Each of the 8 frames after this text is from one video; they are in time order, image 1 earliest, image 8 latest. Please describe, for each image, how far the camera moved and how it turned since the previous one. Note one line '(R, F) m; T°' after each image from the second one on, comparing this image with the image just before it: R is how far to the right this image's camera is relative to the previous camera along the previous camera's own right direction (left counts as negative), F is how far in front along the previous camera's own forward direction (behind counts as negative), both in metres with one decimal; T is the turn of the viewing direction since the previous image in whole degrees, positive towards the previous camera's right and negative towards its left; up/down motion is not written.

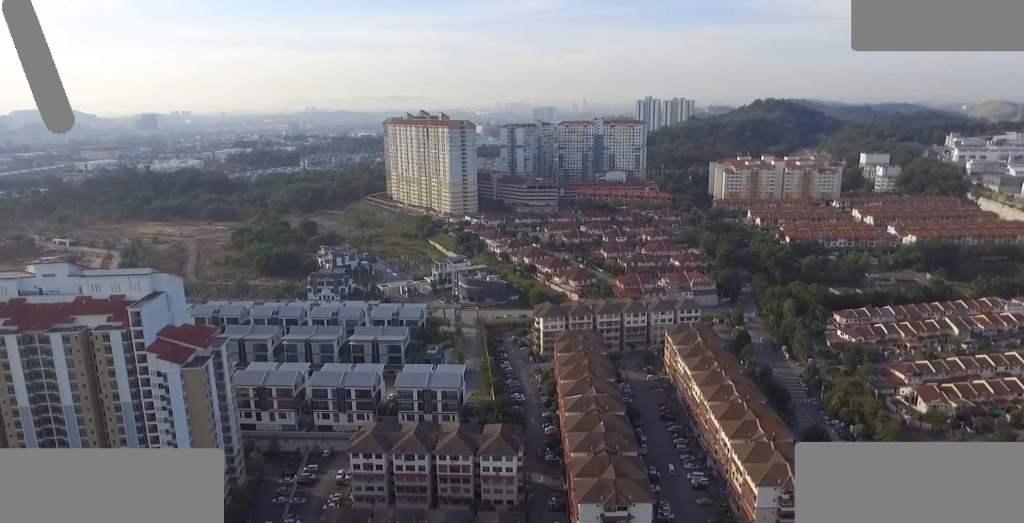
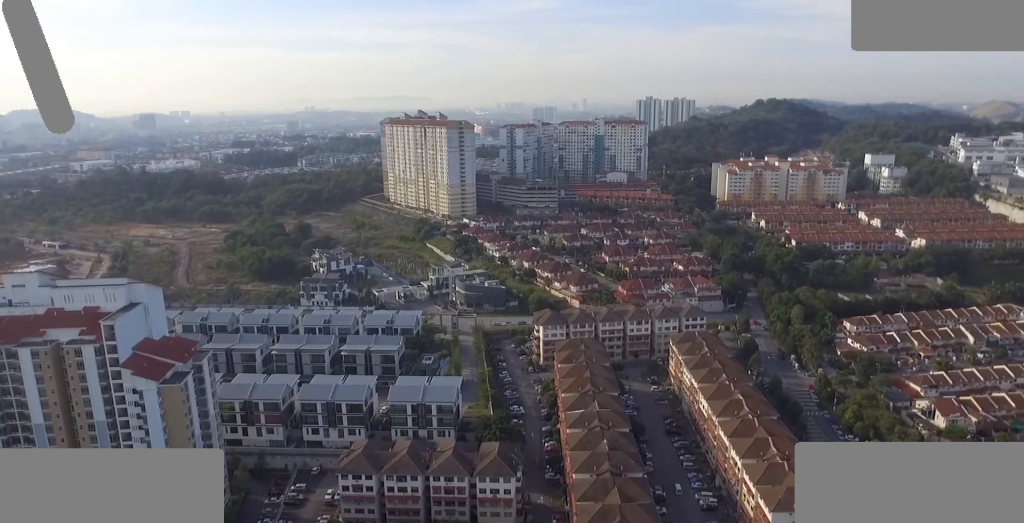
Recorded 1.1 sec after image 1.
(0.0, +10.5) m; -1°
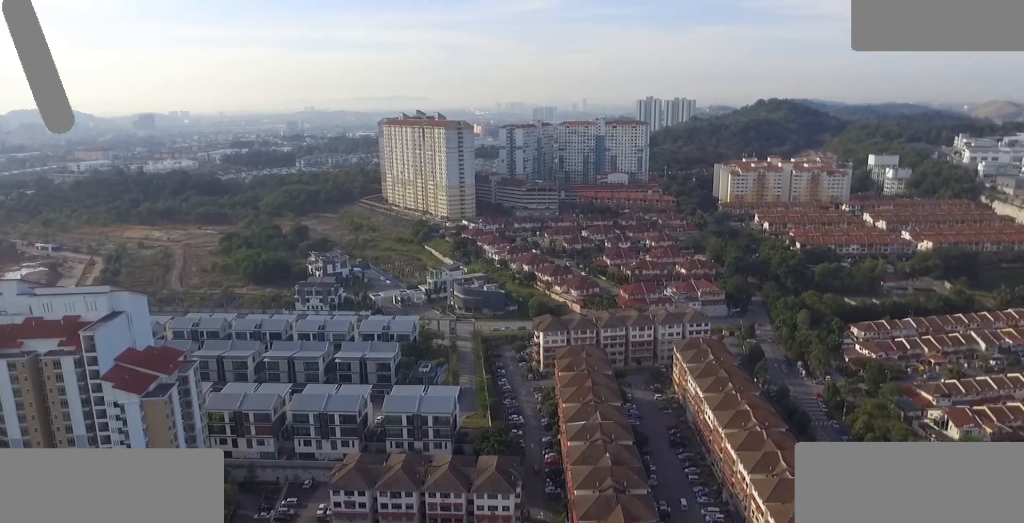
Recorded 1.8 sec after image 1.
(-0.1, +7.0) m; 0°
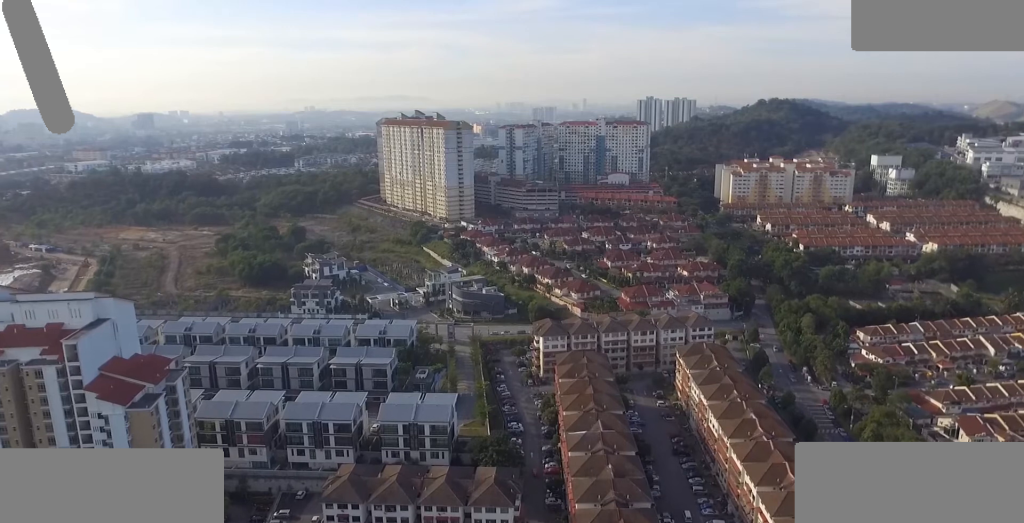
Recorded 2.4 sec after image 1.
(0.0, +5.8) m; 0°
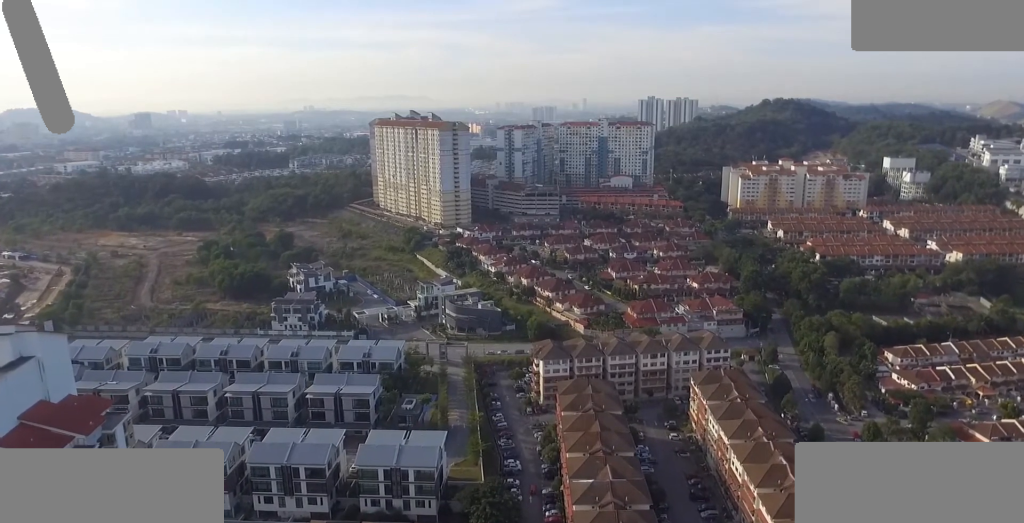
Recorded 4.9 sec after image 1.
(+0.4, +24.9) m; +1°
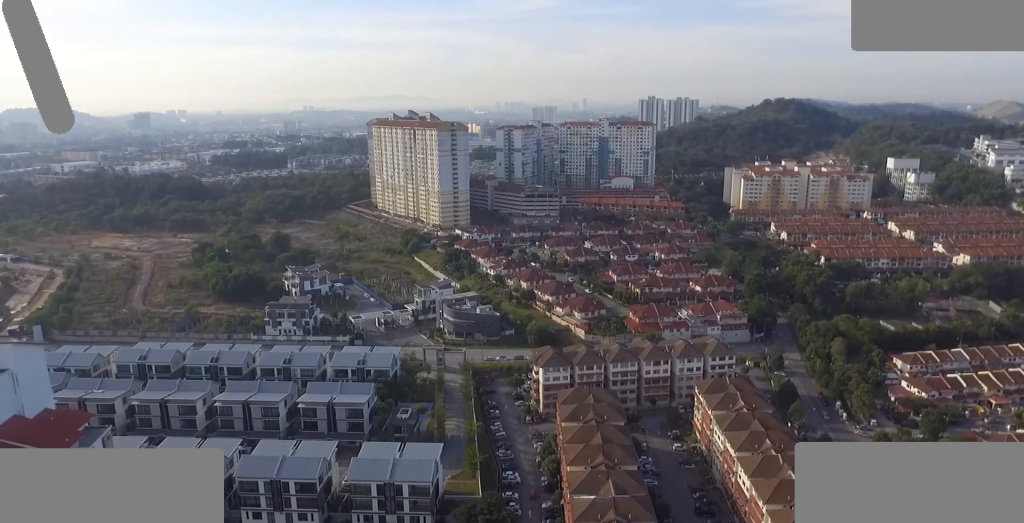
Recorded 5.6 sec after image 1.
(0.0, +6.7) m; 0°
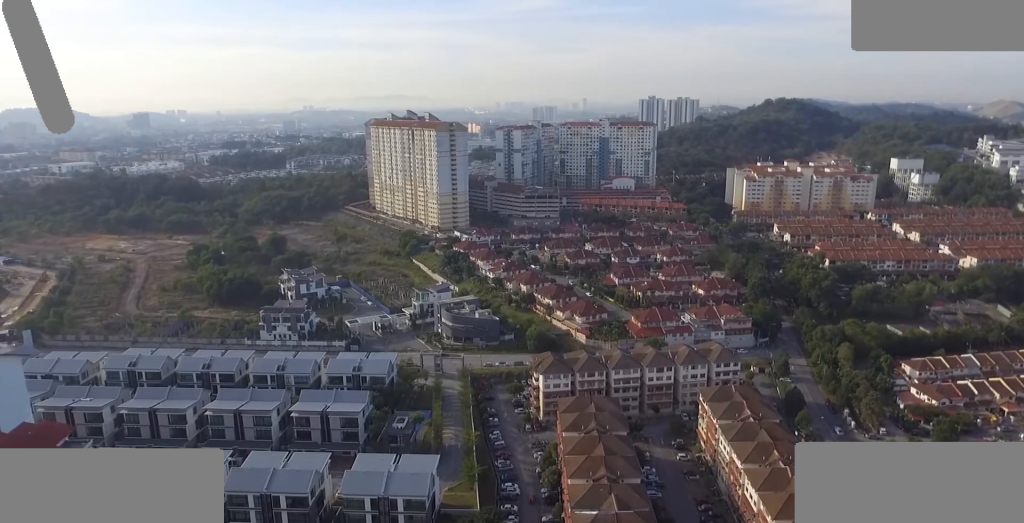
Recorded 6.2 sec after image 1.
(0.0, +6.3) m; 0°
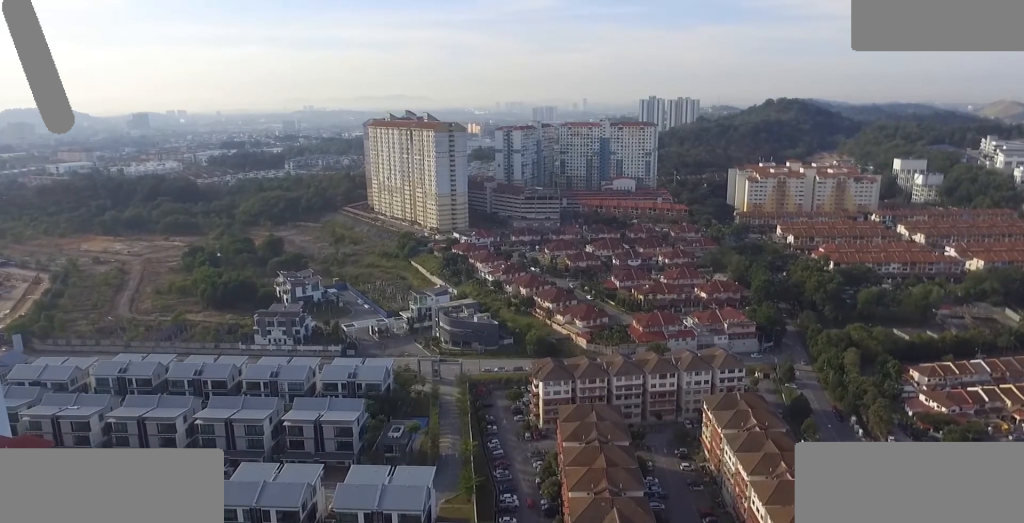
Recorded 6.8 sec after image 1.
(0.0, +5.9) m; 0°
